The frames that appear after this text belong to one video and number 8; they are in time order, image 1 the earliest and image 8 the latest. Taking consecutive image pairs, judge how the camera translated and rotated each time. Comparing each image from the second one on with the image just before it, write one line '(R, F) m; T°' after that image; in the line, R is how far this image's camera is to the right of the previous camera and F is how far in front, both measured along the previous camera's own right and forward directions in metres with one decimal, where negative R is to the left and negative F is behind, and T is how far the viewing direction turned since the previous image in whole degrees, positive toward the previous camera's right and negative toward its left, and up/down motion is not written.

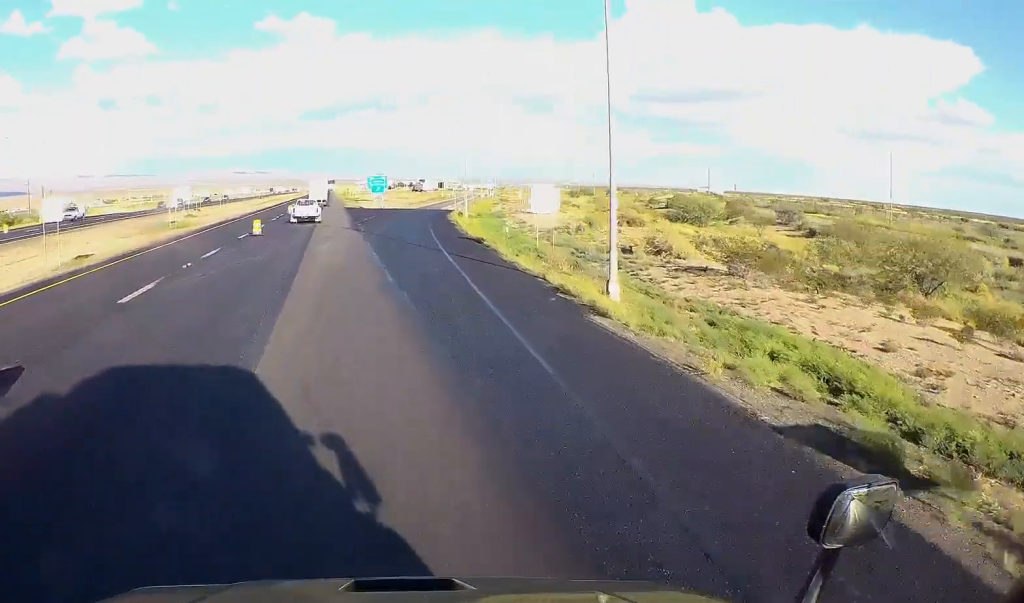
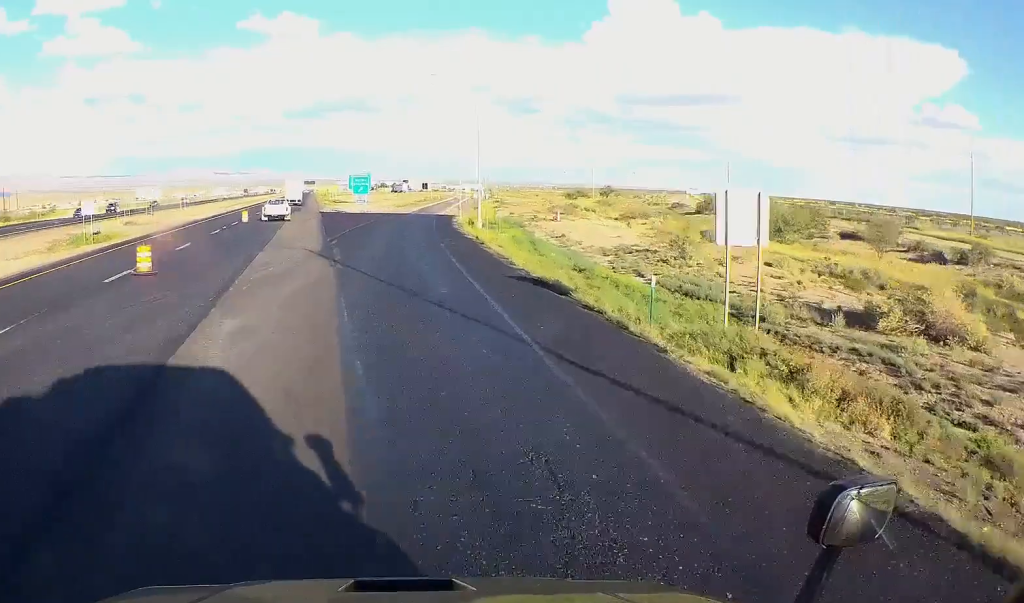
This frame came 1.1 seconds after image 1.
(0.0, +20.7) m; 0°
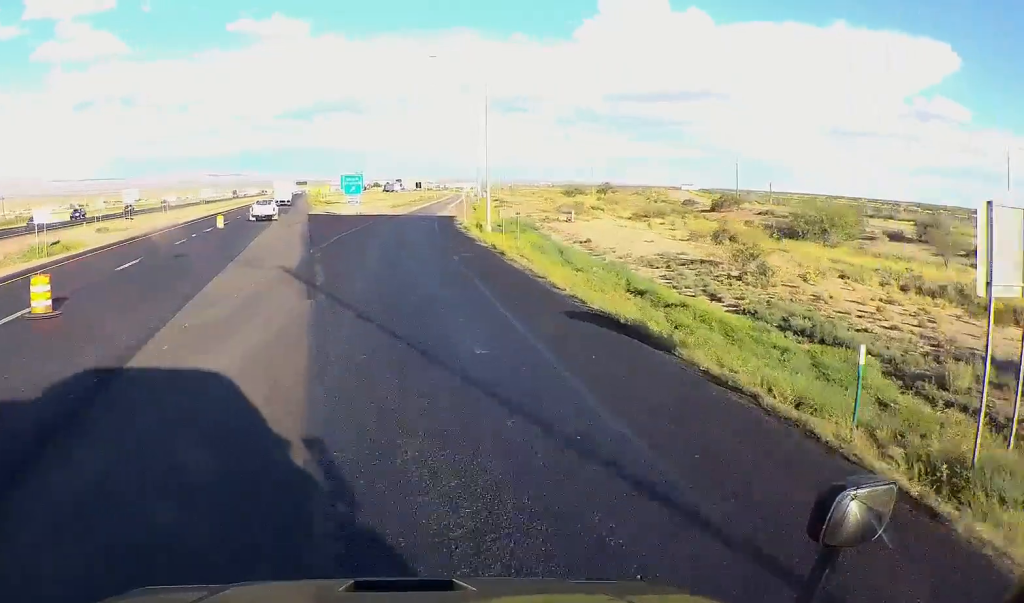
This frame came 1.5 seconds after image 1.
(0.0, +7.8) m; 0°
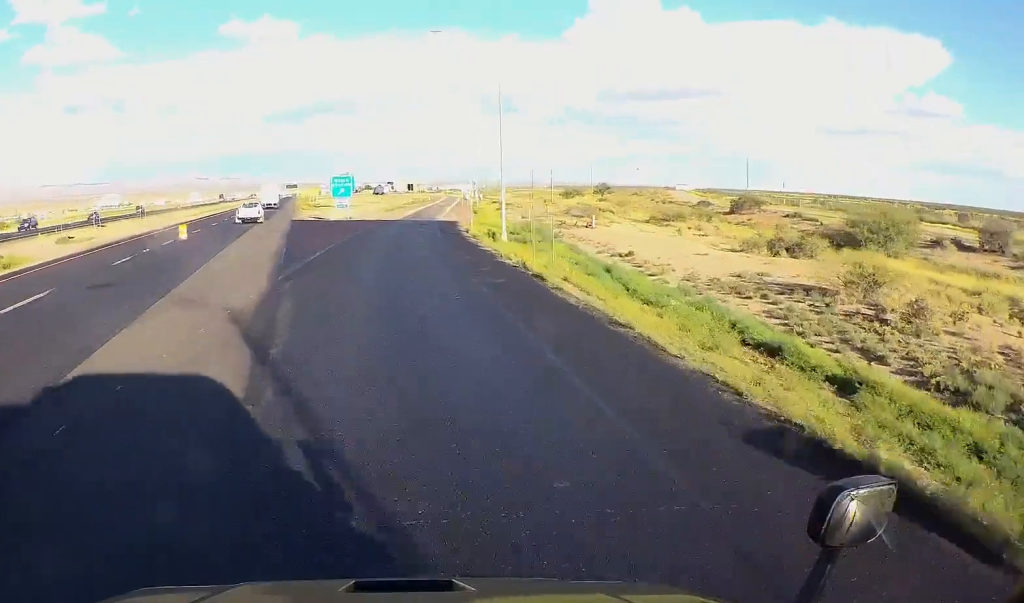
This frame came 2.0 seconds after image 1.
(0.0, +8.9) m; 0°
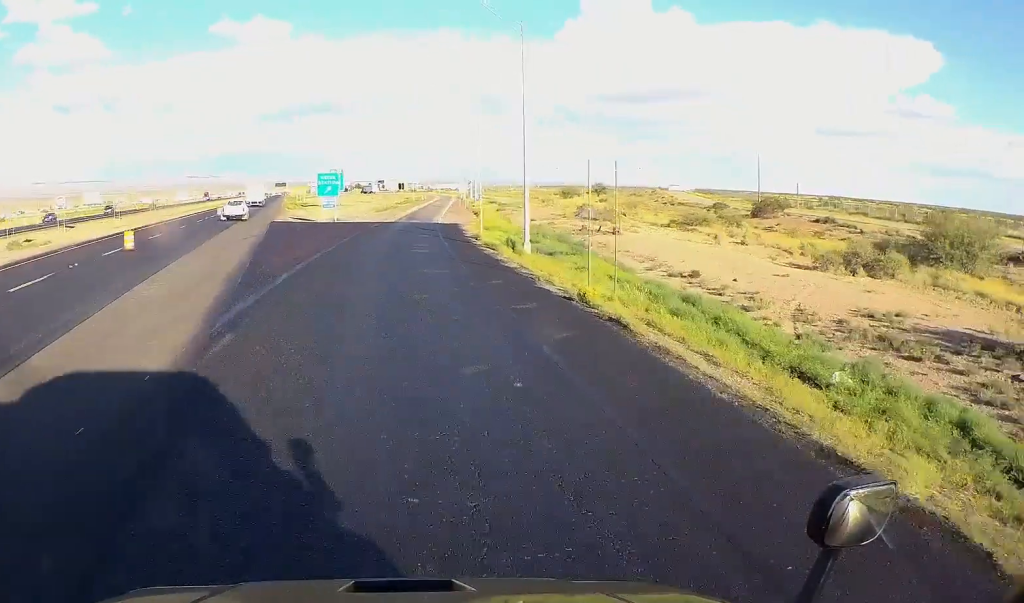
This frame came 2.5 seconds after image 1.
(0.0, +8.7) m; +2°
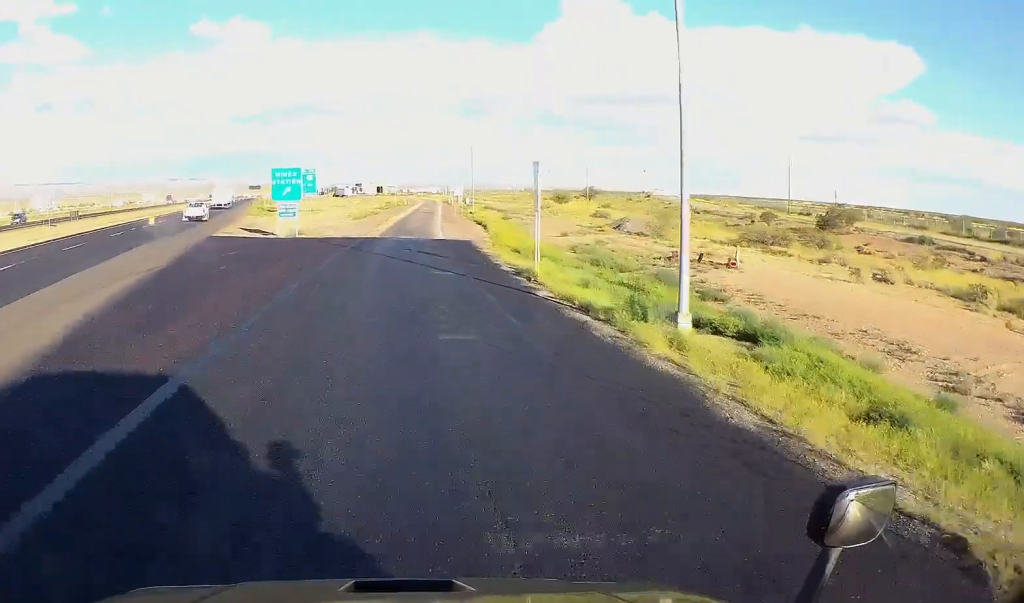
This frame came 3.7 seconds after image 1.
(+0.8, +19.1) m; +5°
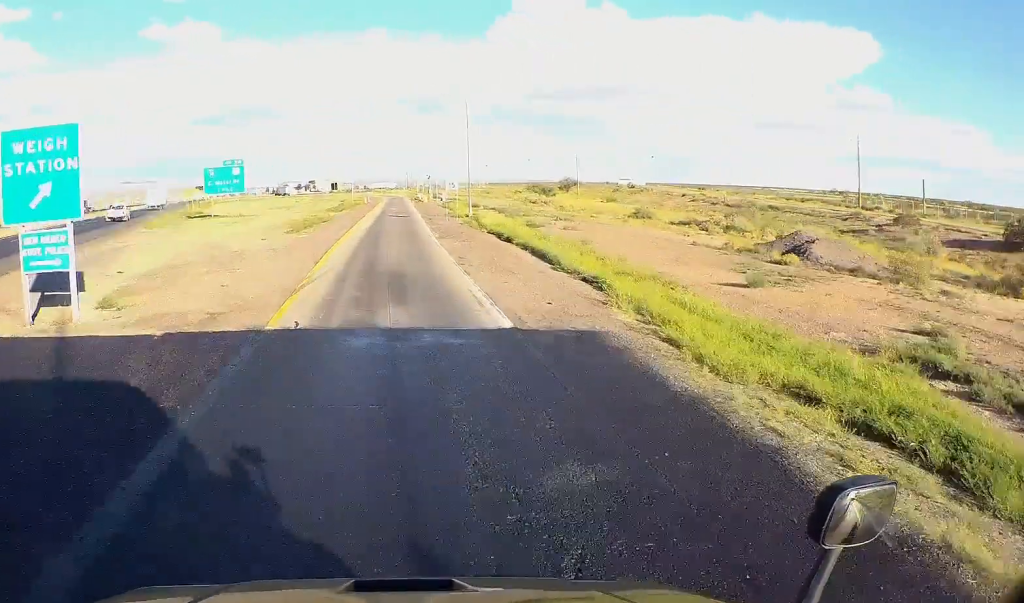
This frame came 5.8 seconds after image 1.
(+1.4, +33.2) m; +2°
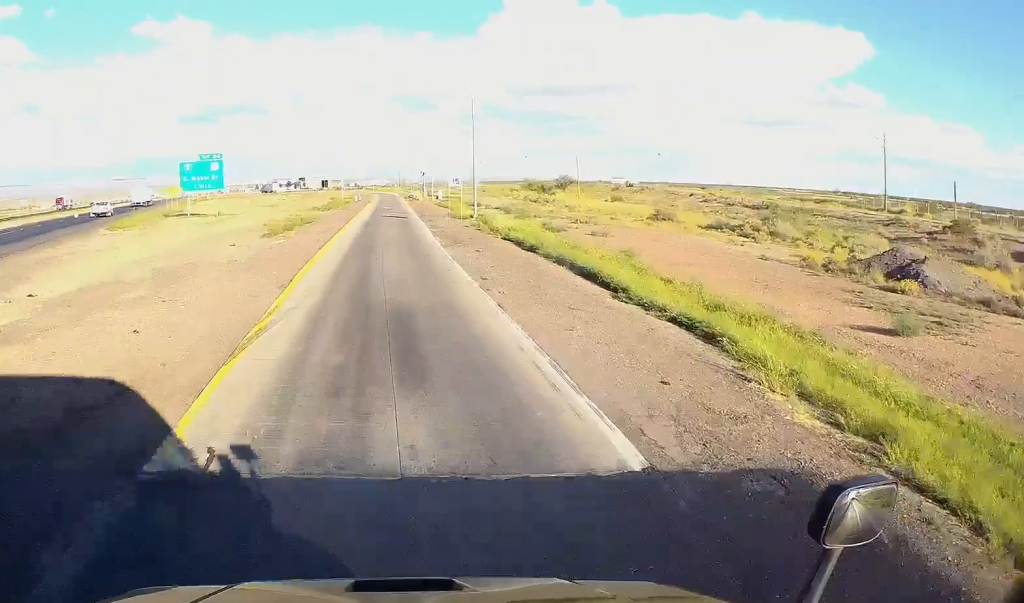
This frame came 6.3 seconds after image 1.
(0.0, +8.2) m; 0°
